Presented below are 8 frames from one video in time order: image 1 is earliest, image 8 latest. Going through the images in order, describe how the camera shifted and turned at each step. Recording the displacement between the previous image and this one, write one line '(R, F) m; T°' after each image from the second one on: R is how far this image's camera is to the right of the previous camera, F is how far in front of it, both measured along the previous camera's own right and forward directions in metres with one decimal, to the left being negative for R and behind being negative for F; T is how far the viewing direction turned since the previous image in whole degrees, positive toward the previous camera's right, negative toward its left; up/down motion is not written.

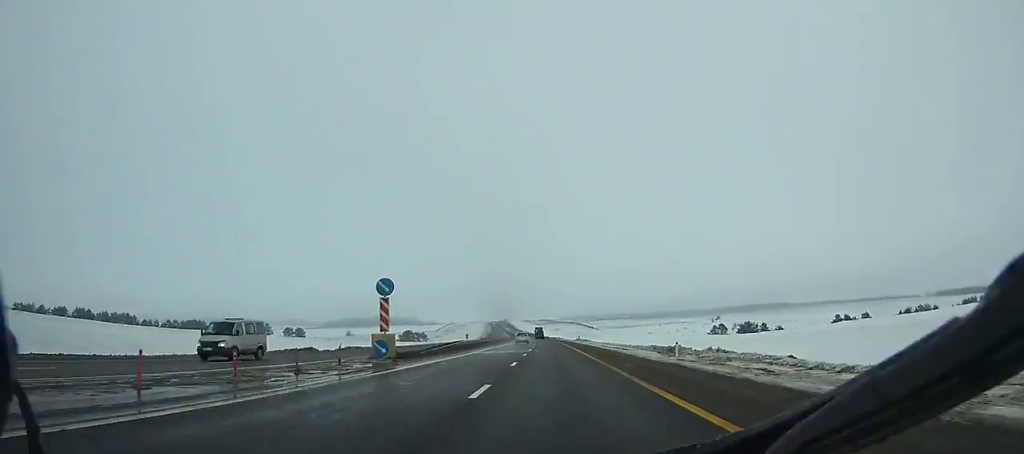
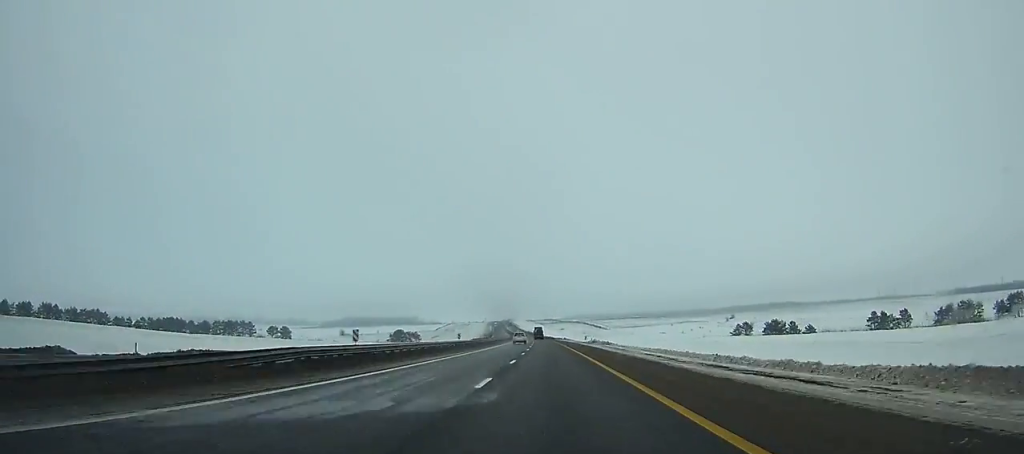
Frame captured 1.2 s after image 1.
(+0.2, +32.7) m; -1°
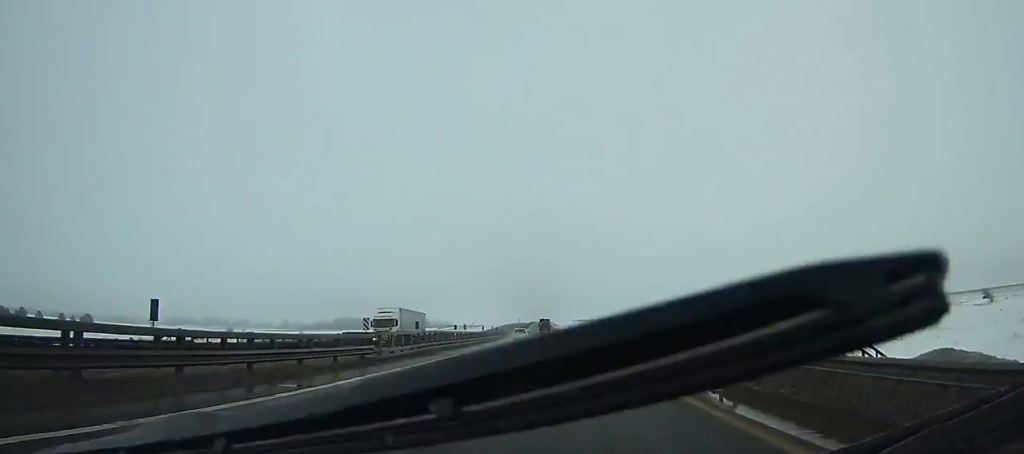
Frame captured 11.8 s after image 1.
(-11.4, +295.8) m; -4°
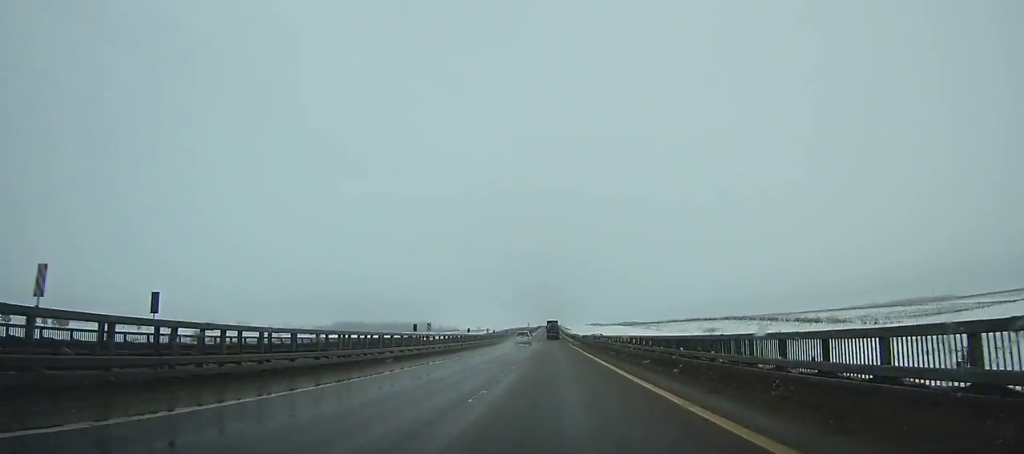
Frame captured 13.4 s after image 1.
(-0.2, +45.2) m; -1°
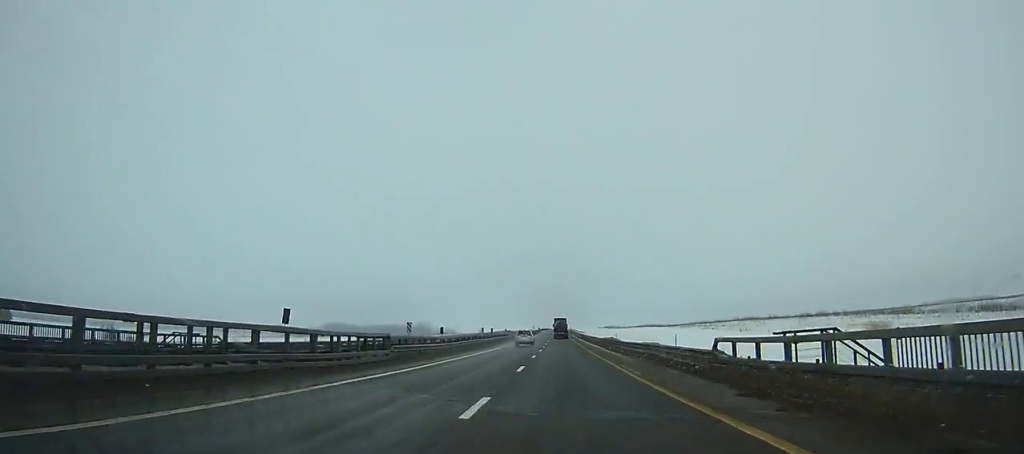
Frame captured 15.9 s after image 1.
(-0.7, +70.4) m; 0°
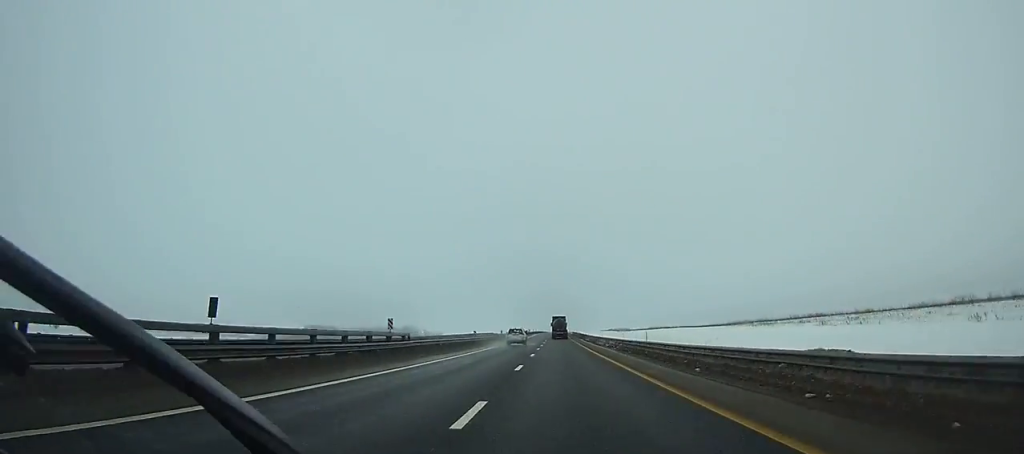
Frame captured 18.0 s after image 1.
(+0.1, +58.7) m; 0°
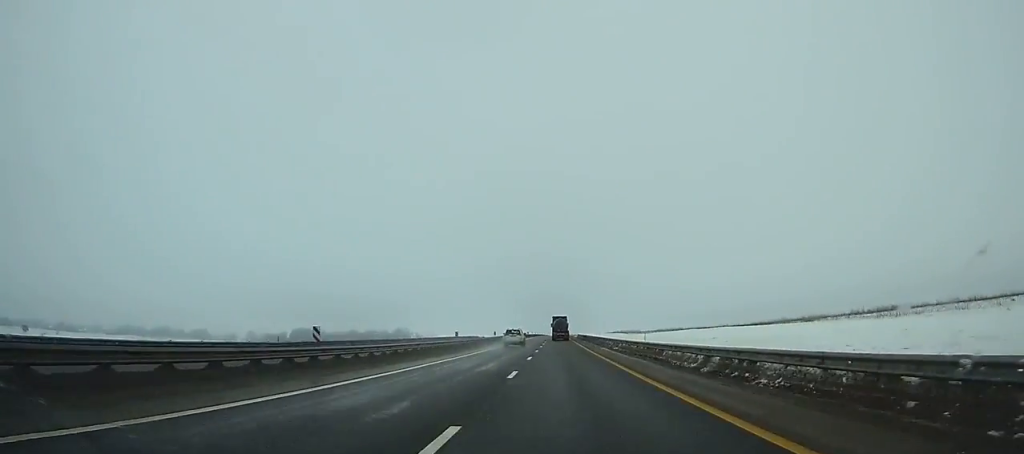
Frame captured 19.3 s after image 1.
(0.0, +36.3) m; 0°
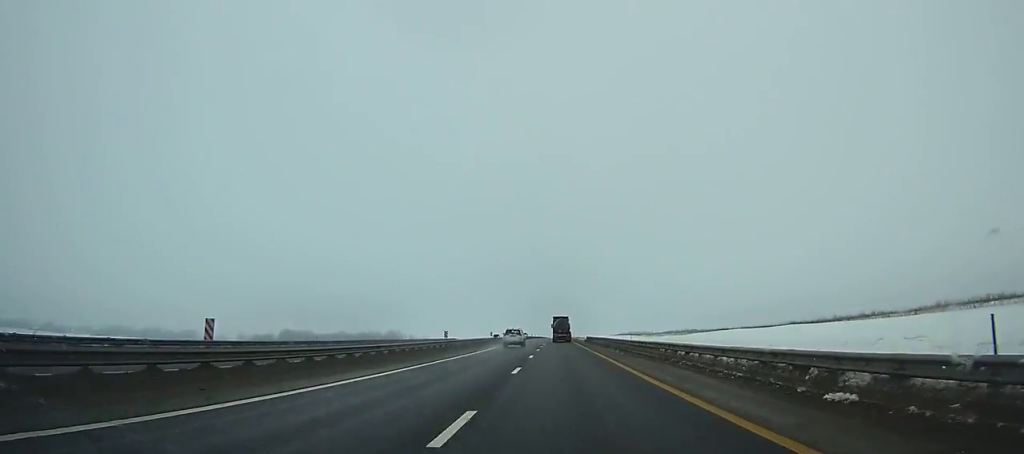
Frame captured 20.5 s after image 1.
(0.0, +33.1) m; 0°
